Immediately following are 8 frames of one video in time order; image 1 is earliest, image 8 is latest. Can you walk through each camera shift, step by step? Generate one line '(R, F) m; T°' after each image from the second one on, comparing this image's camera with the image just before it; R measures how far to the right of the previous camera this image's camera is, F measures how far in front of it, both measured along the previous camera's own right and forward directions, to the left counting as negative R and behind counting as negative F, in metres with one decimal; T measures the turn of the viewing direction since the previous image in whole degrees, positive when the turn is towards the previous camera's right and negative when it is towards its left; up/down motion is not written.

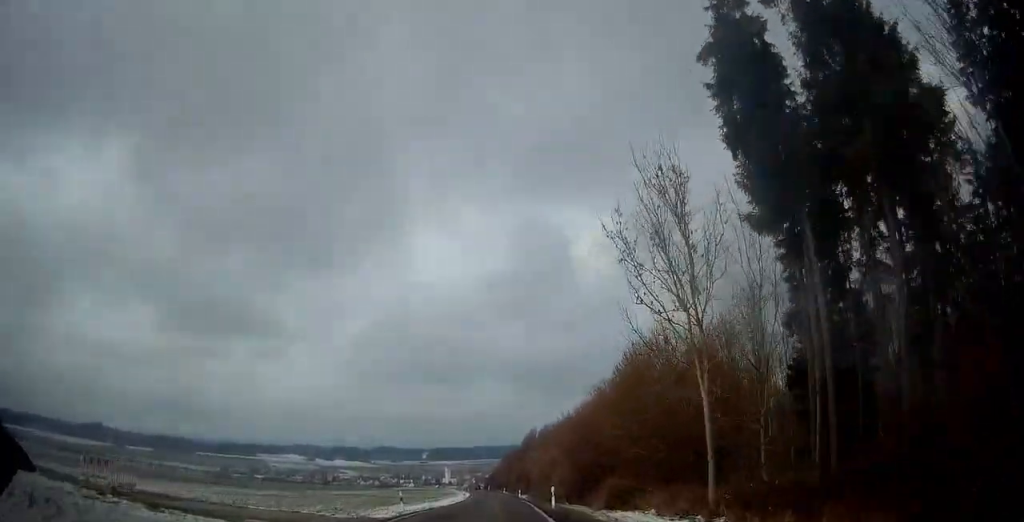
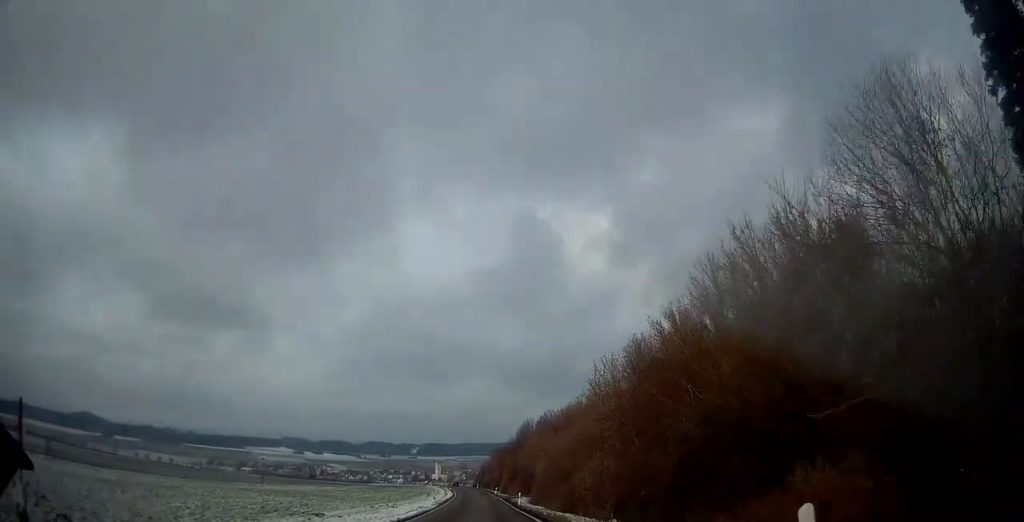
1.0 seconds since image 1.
(+0.4, +21.8) m; 0°
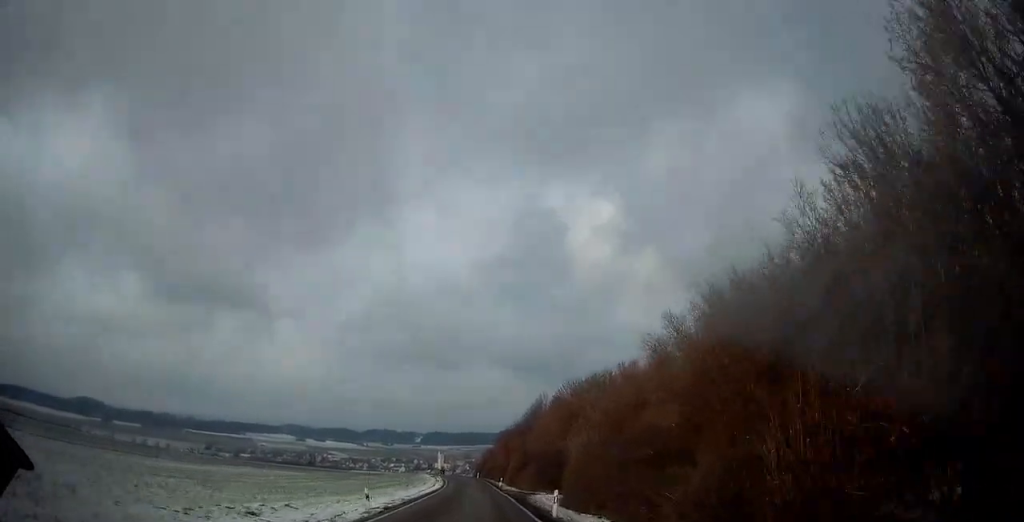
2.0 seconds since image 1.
(-0.4, +23.9) m; 0°
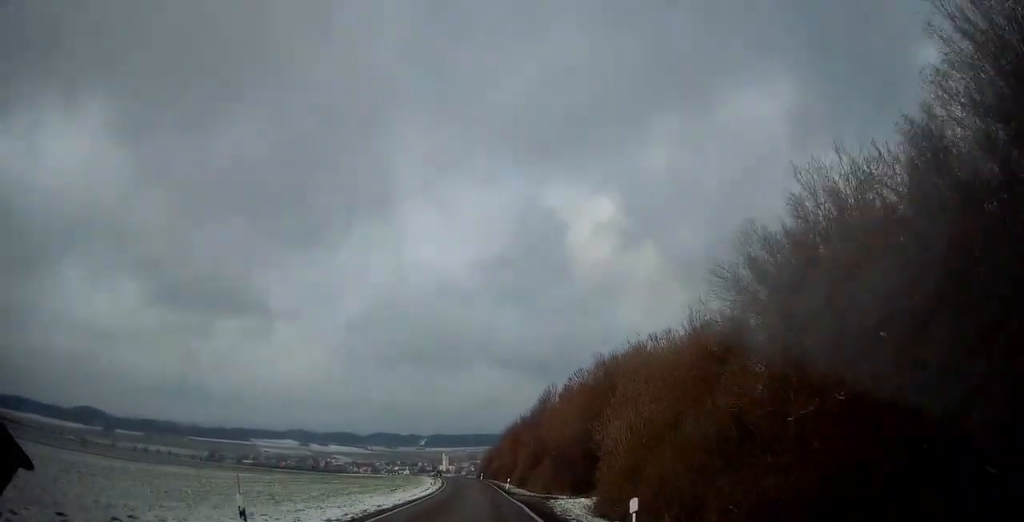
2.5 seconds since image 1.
(+0.1, +10.4) m; 0°
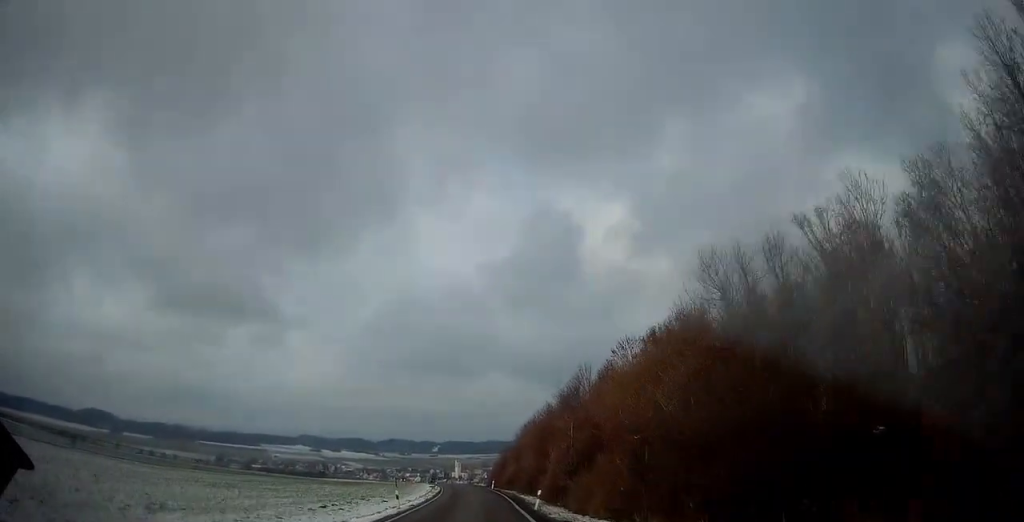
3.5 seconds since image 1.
(+0.5, +22.5) m; +1°
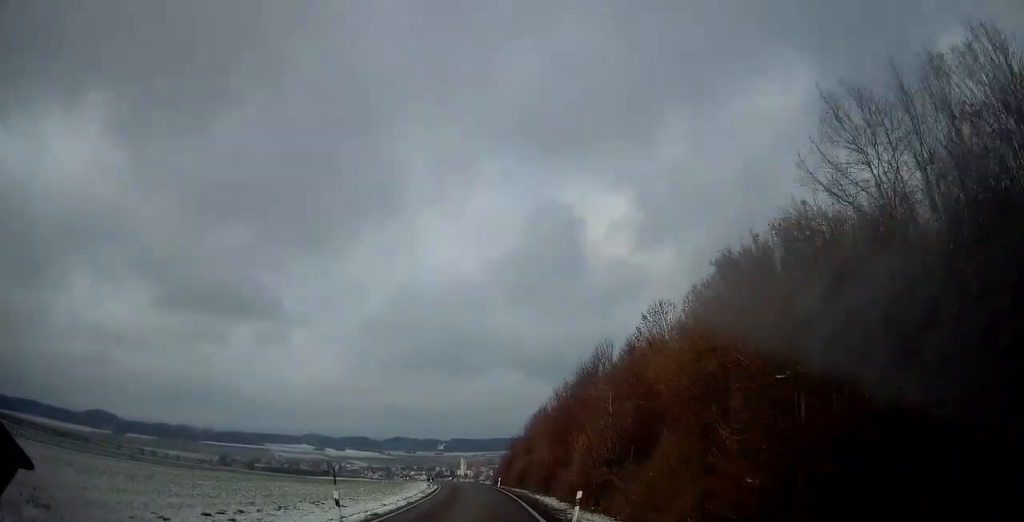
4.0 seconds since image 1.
(0.0, +11.4) m; 0°
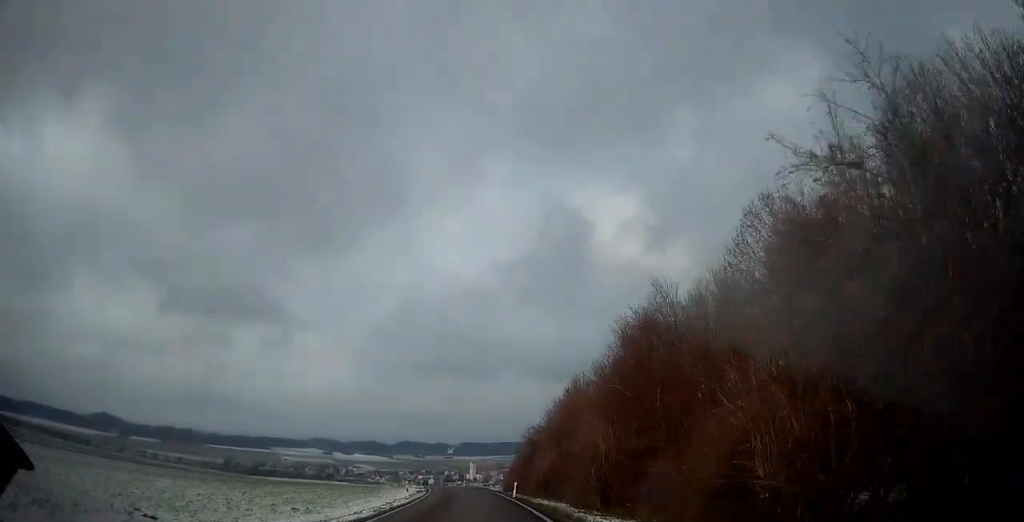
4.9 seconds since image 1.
(-0.2, +21.4) m; -1°
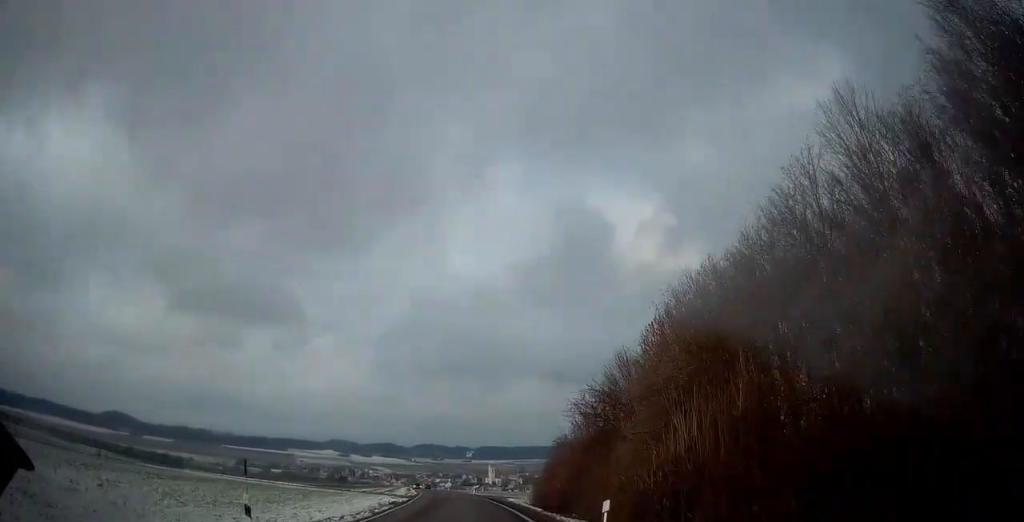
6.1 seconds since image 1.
(-0.4, +26.0) m; -2°
